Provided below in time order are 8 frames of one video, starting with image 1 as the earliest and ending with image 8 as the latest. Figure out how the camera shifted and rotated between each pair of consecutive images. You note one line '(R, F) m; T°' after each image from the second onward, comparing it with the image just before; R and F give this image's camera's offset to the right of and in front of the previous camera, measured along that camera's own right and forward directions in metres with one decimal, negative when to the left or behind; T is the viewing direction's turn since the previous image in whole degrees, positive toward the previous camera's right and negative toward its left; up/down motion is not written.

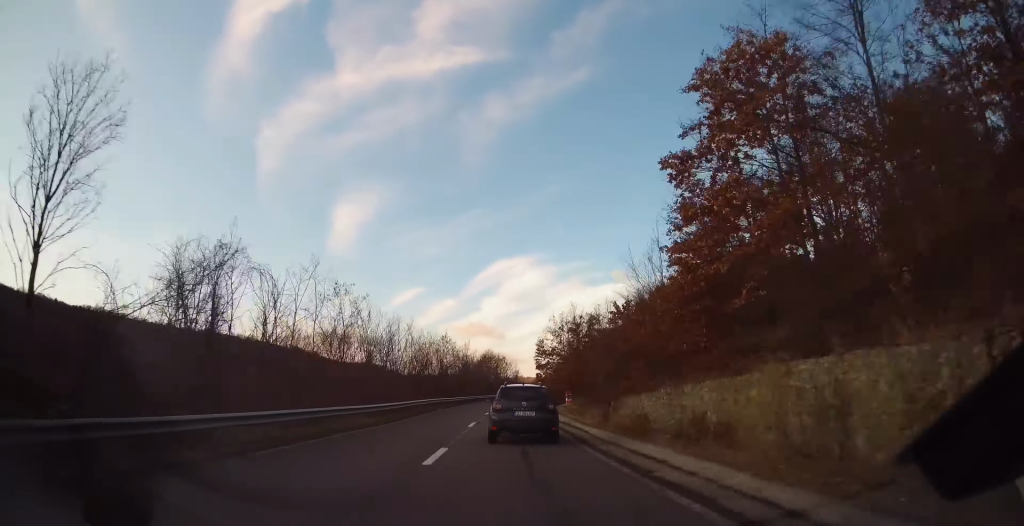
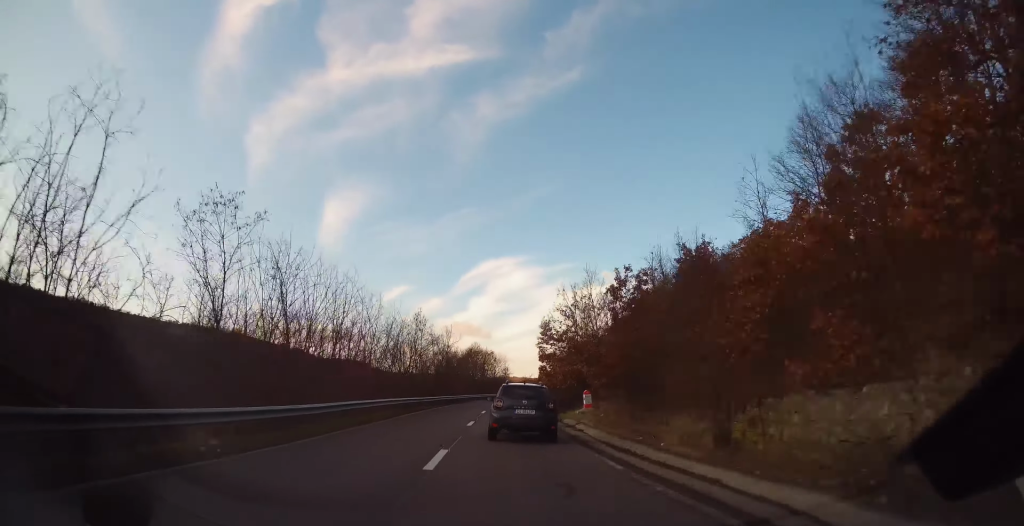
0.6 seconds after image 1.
(+0.2, +12.3) m; +1°
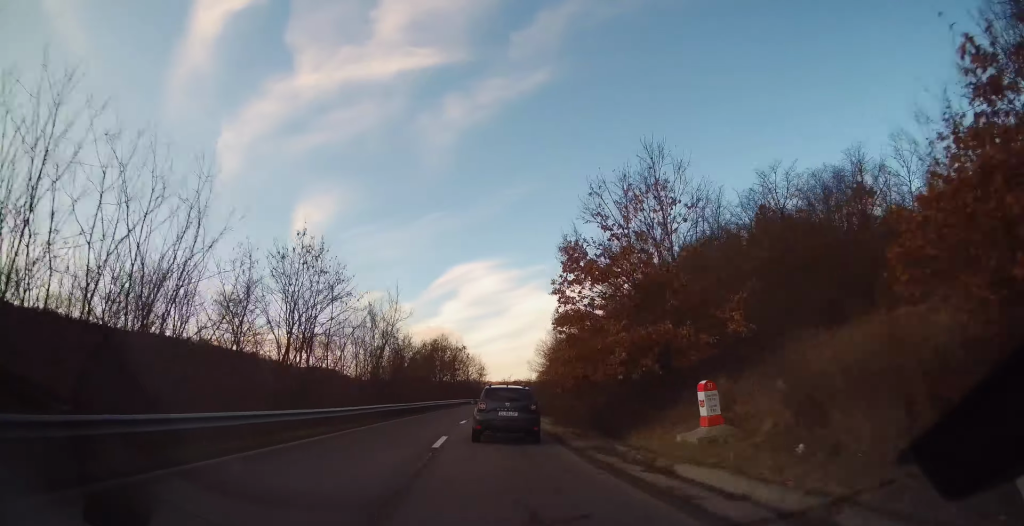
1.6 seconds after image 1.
(0.0, +18.8) m; +1°
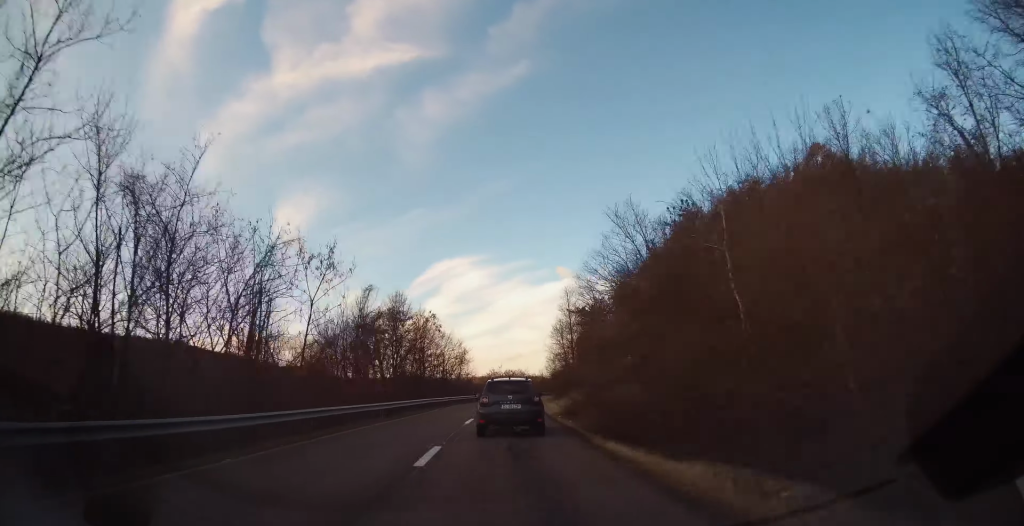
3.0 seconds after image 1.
(+0.9, +26.6) m; +4°
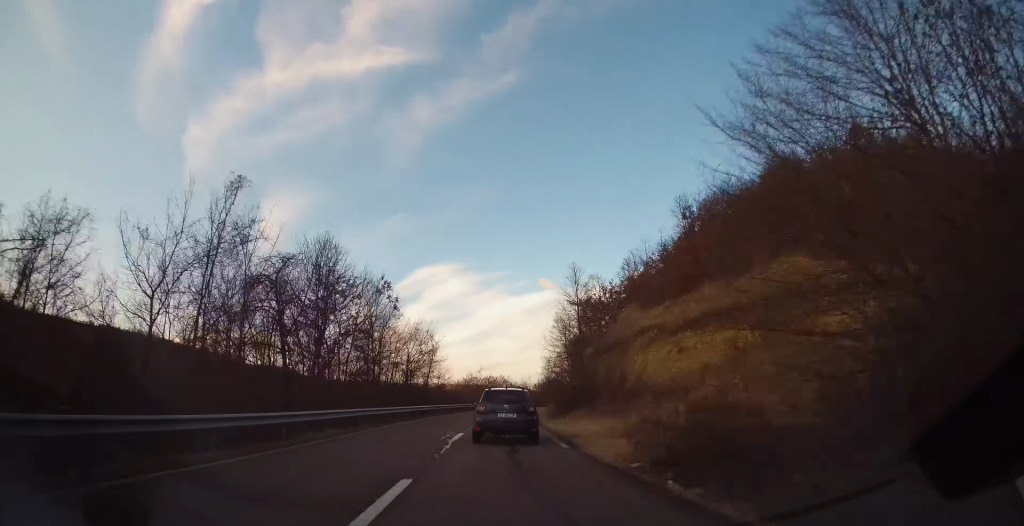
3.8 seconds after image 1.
(+0.3, +15.6) m; +2°
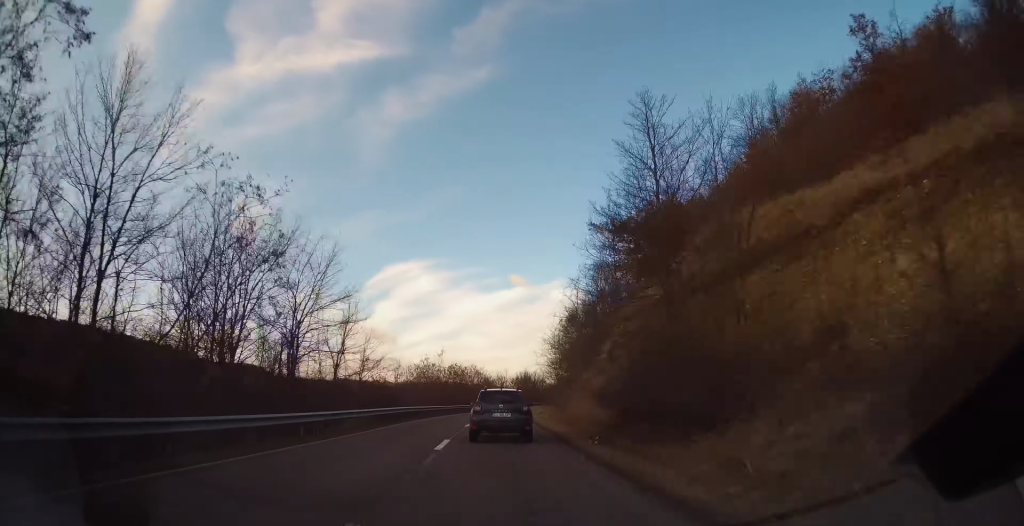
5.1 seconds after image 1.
(+0.3, +26.2) m; +3°
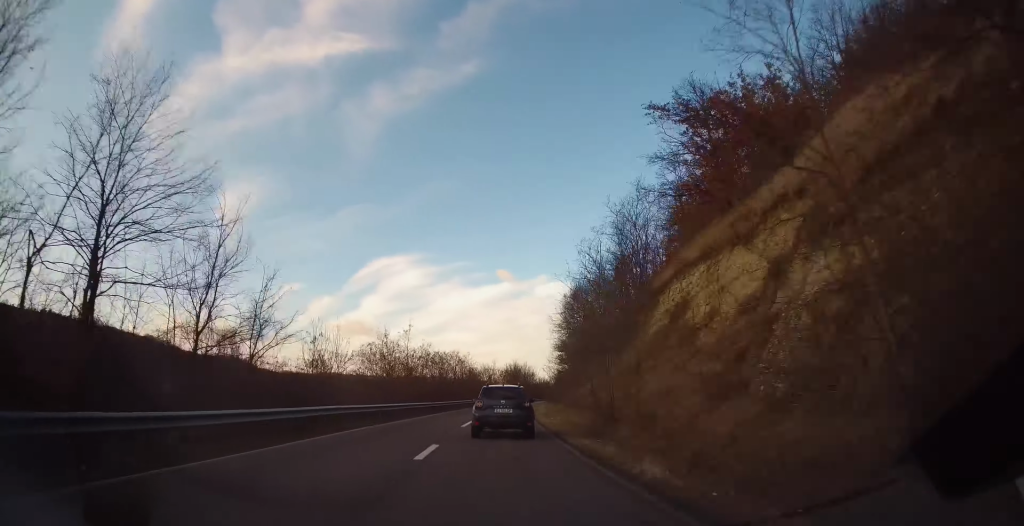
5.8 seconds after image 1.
(+0.3, +14.5) m; +2°
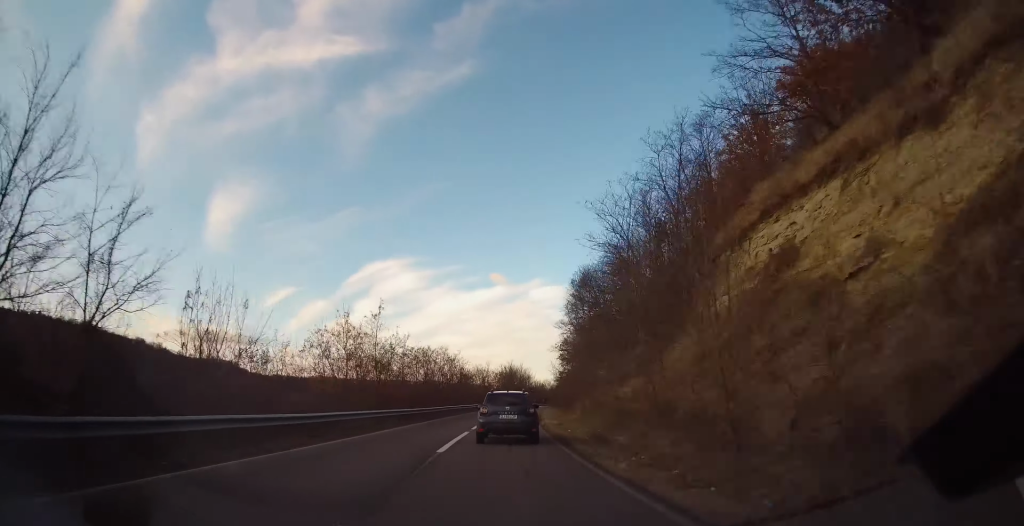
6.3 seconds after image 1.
(+0.2, +8.6) m; +1°
